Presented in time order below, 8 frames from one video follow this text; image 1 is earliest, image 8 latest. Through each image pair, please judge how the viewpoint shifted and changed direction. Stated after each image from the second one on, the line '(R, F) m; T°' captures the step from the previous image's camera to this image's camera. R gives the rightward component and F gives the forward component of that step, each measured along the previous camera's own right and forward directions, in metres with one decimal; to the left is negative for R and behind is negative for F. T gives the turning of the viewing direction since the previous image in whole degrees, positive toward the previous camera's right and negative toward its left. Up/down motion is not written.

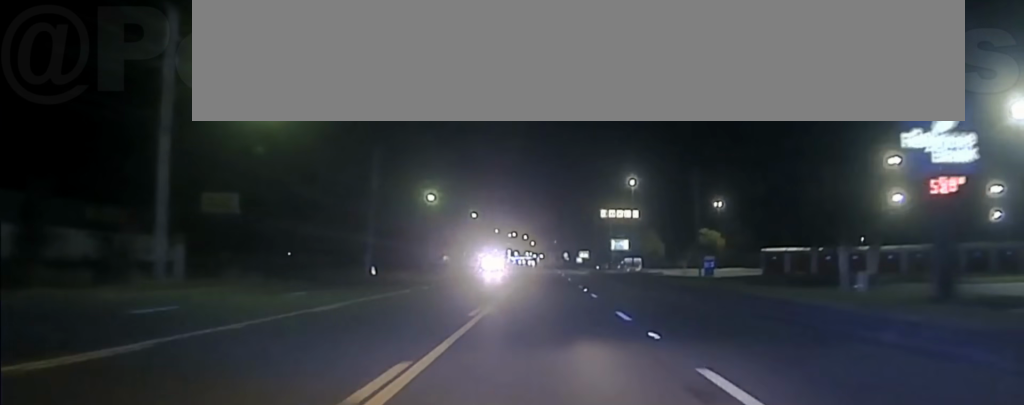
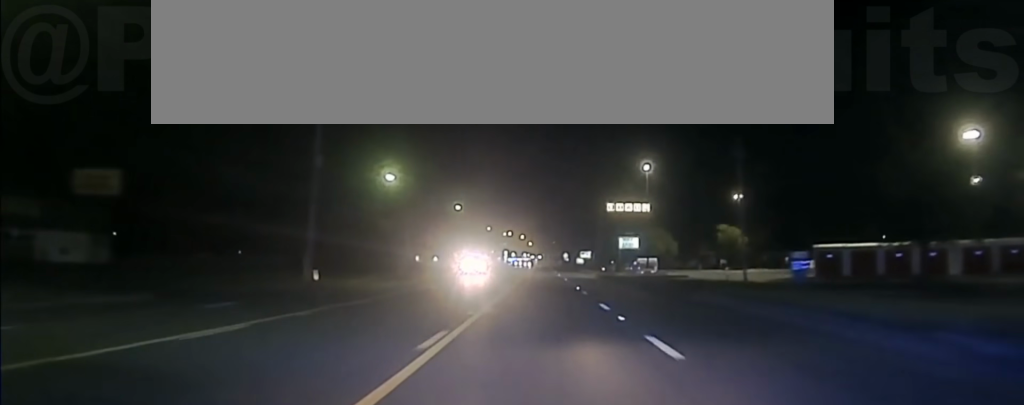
(+0.1, +19.1) m; 0°
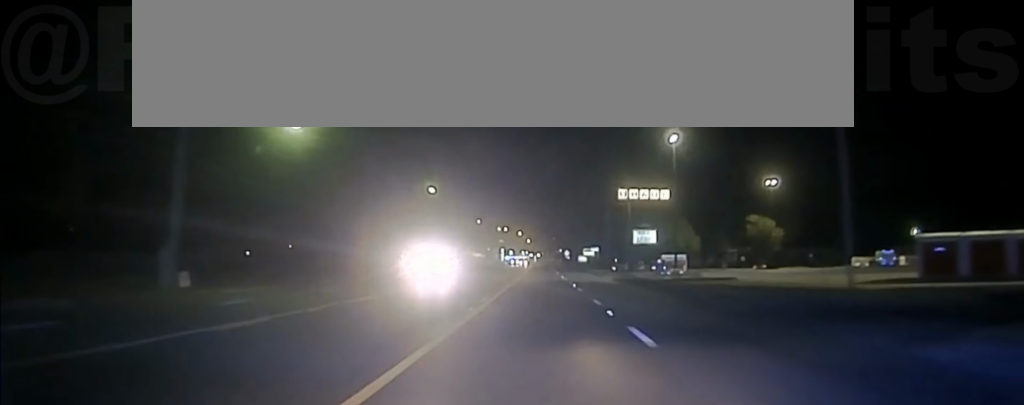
(+0.1, +20.7) m; 0°
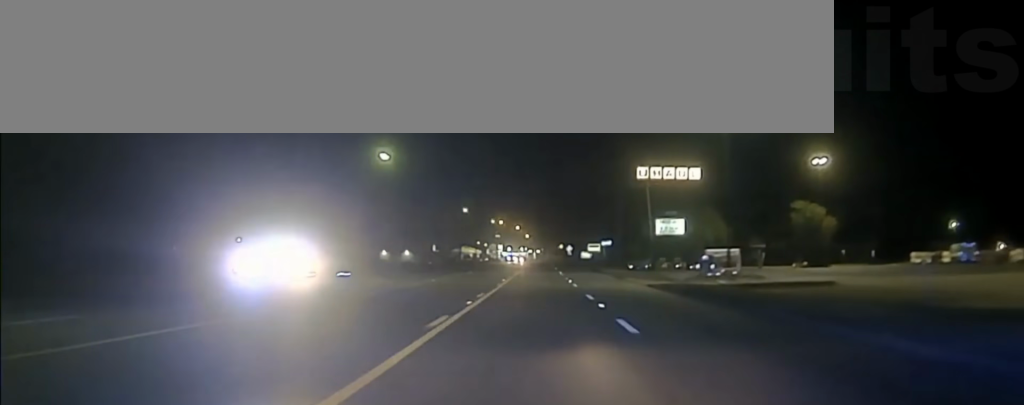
(-0.2, +24.5) m; 0°
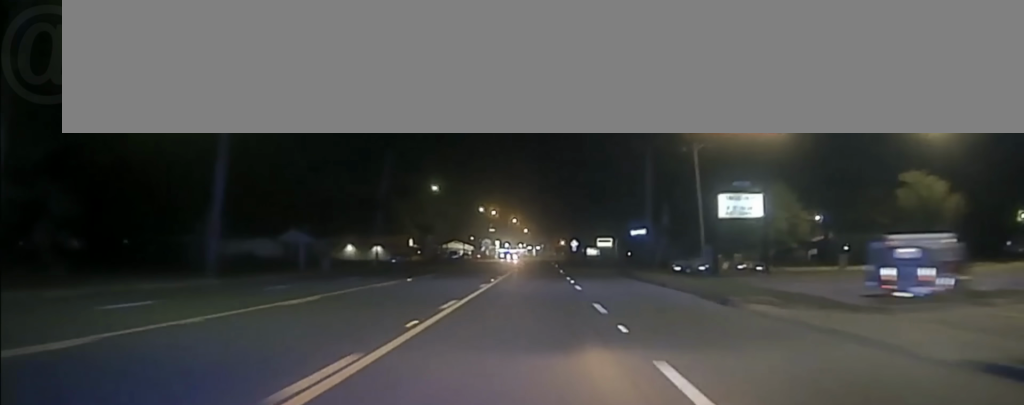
(+0.3, +35.3) m; +1°
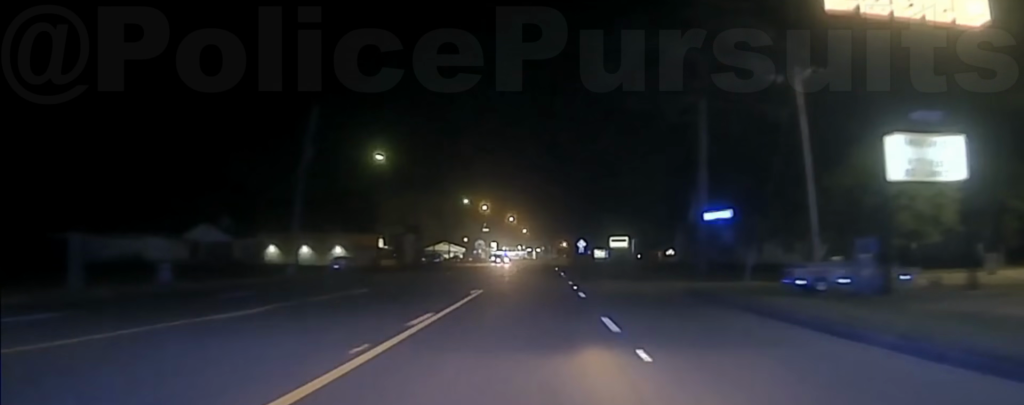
(+0.1, +35.1) m; 0°
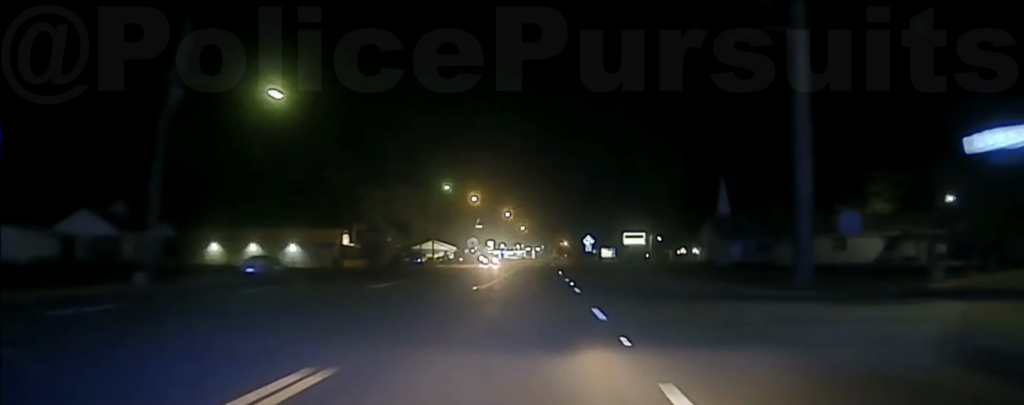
(0.0, +27.6) m; 0°
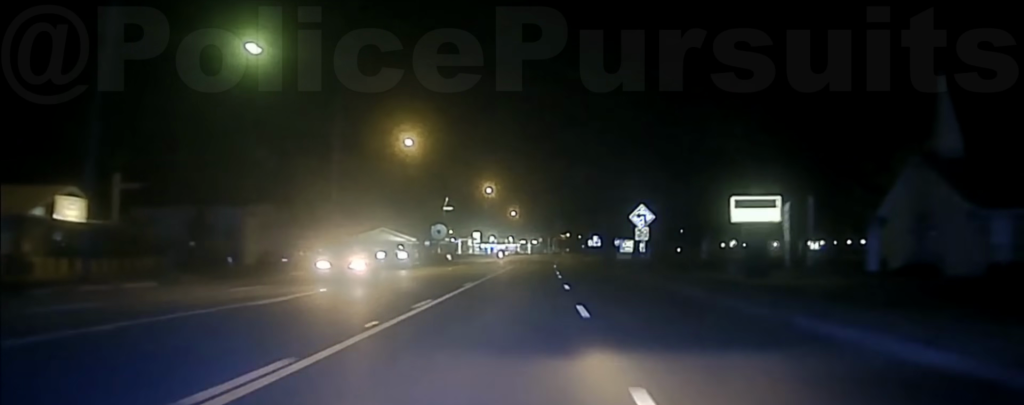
(0.0, +65.3) m; 0°
